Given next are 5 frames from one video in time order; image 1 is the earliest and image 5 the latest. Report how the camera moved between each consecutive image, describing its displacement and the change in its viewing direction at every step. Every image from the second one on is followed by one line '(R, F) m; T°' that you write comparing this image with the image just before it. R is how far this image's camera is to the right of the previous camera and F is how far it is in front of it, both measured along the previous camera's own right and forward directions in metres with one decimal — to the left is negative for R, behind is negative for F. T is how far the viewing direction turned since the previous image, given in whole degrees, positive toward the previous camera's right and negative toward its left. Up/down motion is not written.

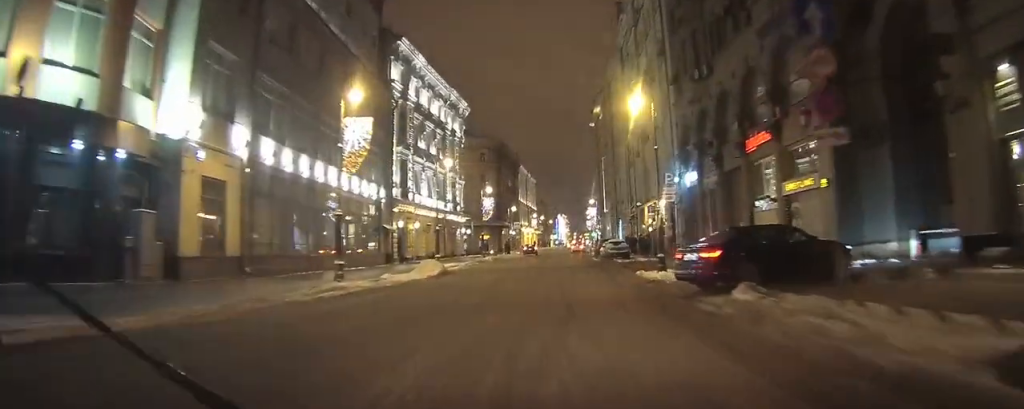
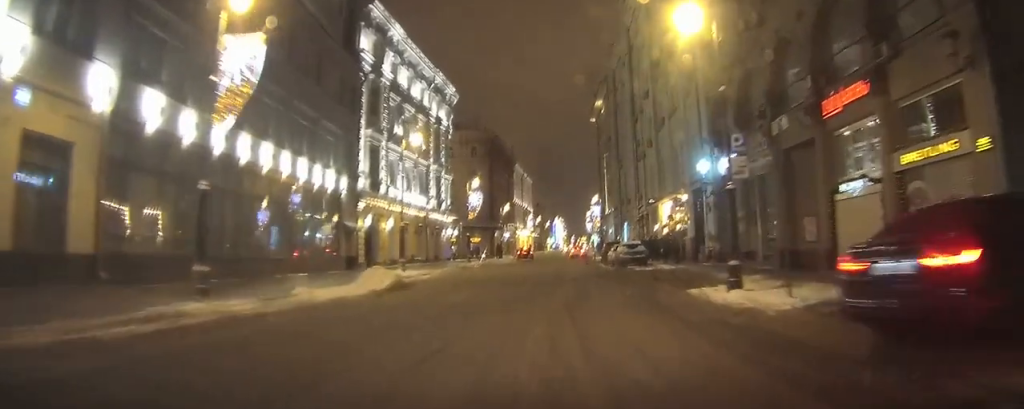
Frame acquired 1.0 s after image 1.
(+0.1, +8.1) m; -4°
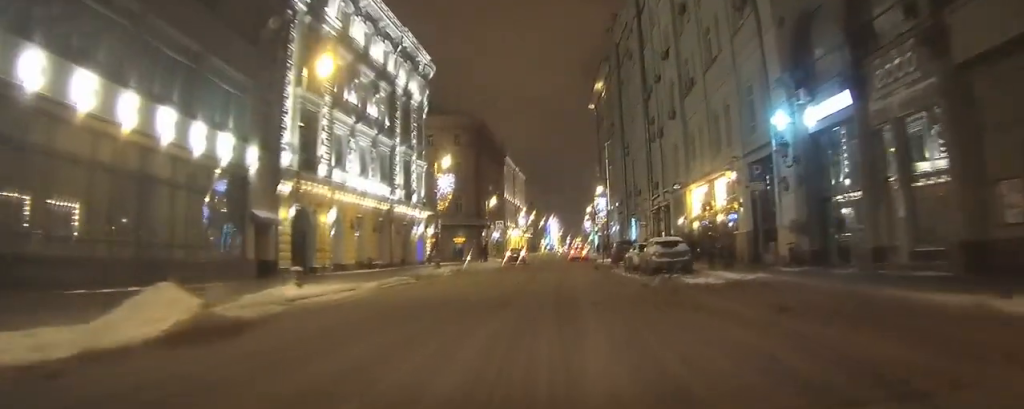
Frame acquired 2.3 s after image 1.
(-0.6, +10.8) m; 0°
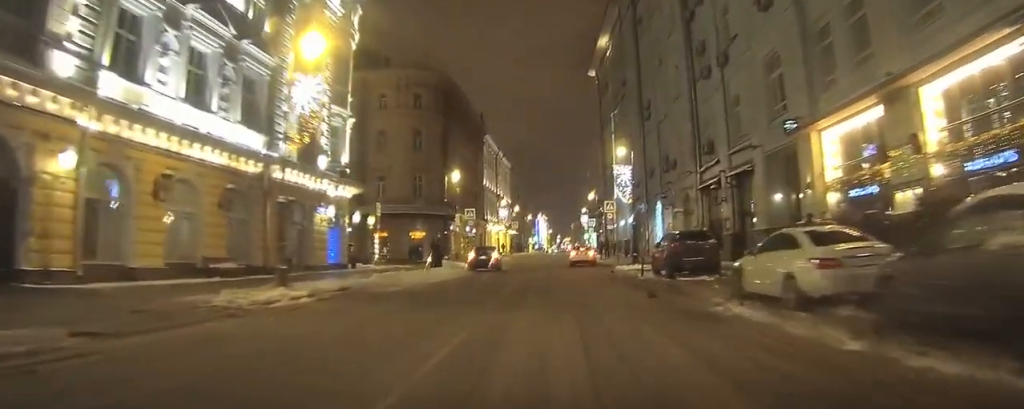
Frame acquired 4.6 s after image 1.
(0.0, +17.9) m; -1°
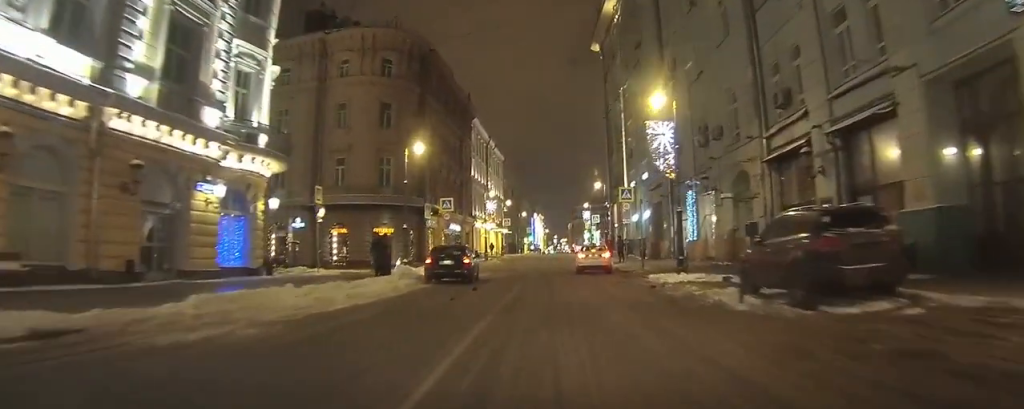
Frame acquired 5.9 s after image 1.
(+0.2, +9.9) m; +3°
